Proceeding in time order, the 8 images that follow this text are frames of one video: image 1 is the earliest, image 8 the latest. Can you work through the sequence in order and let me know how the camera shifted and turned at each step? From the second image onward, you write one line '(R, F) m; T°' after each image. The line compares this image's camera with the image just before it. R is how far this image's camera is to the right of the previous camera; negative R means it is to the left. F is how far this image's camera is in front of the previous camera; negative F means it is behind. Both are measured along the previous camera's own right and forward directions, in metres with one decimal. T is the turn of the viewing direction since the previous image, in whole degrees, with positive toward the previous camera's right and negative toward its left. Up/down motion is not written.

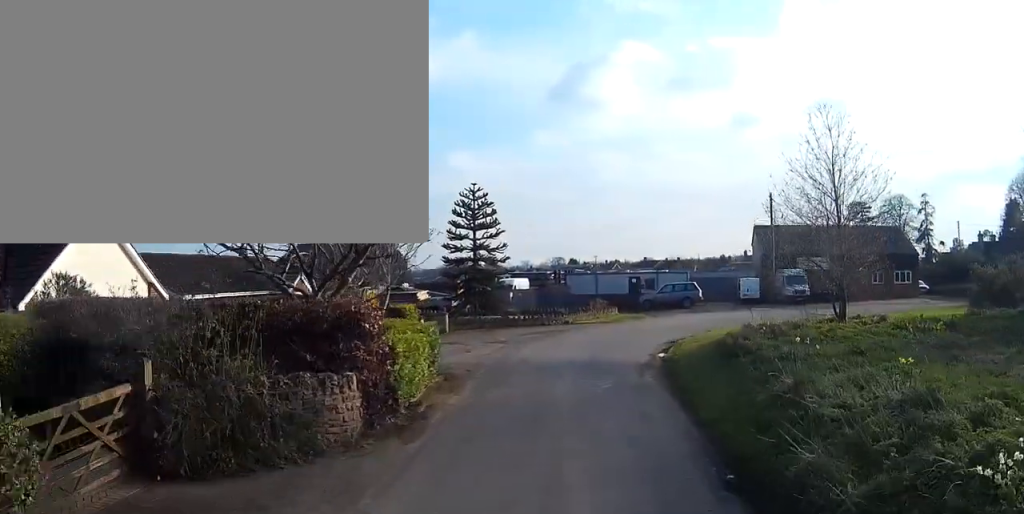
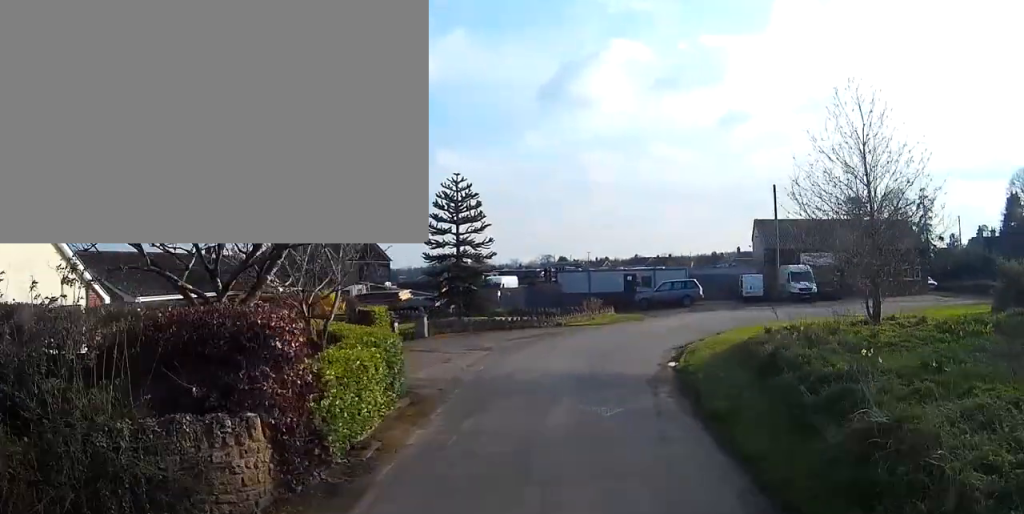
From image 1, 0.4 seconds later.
(+0.2, +3.3) m; +2°
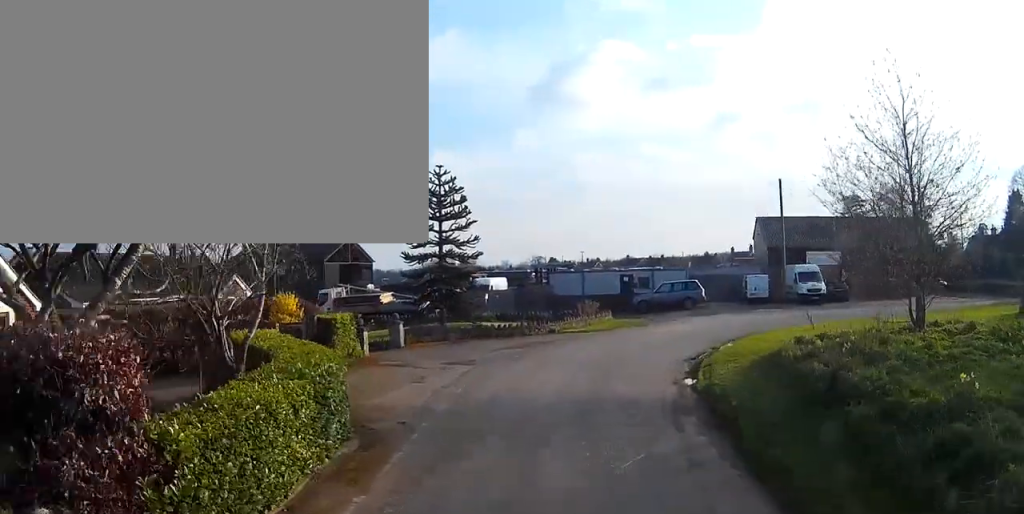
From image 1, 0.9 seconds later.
(+0.1, +3.3) m; +2°
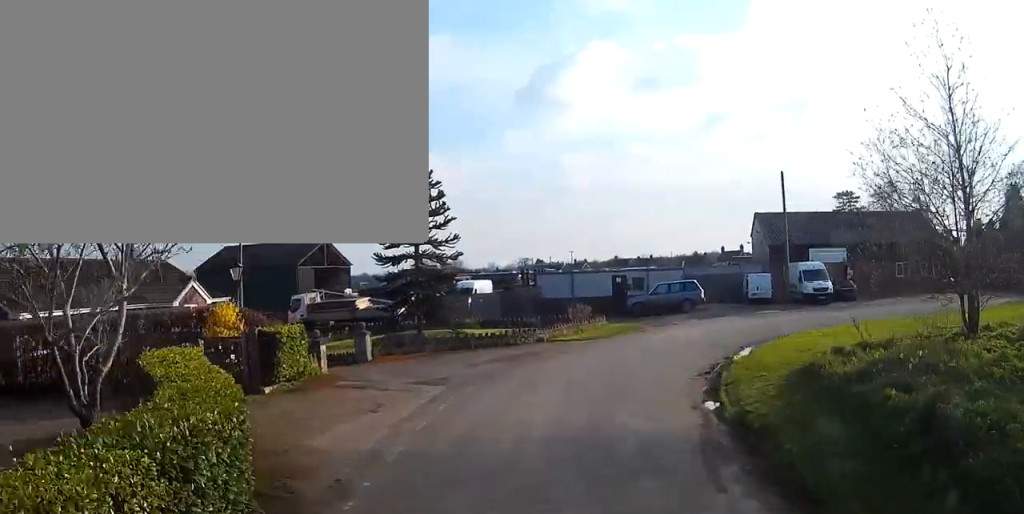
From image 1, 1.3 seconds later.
(+0.1, +3.1) m; 0°
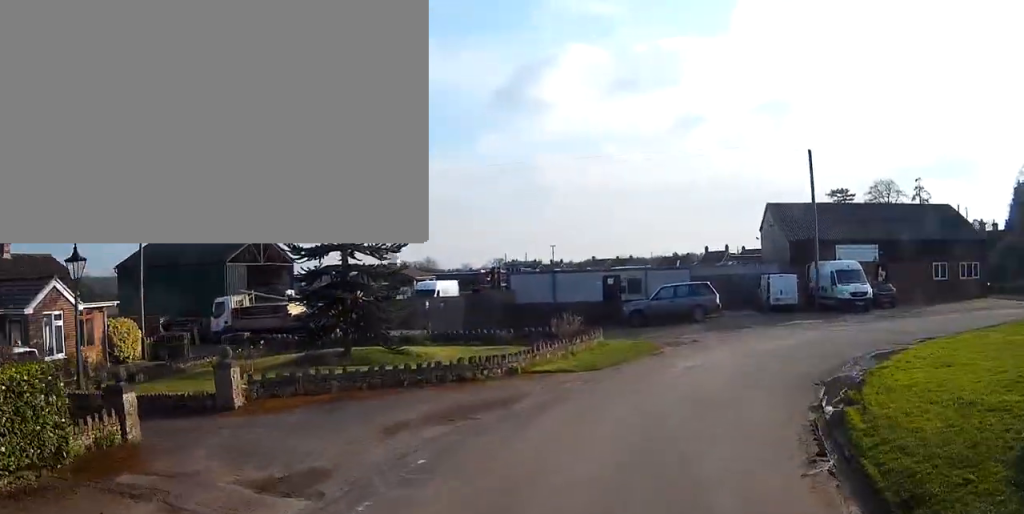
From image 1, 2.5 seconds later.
(0.0, +8.6) m; 0°
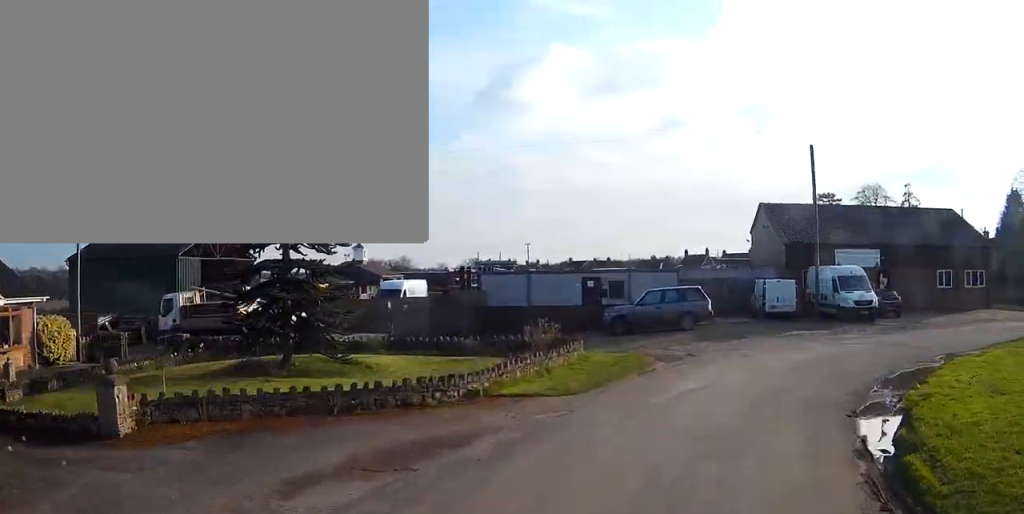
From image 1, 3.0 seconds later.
(0.0, +3.3) m; +1°
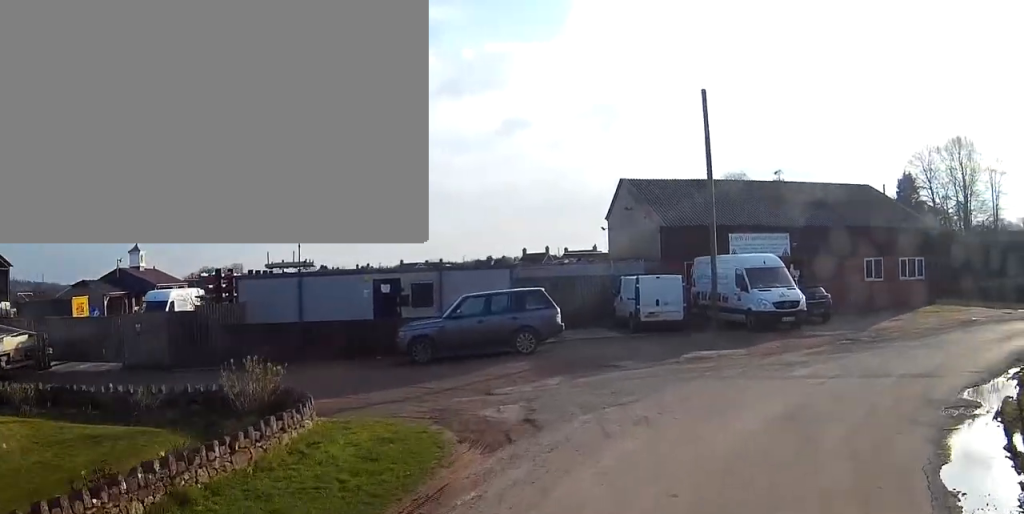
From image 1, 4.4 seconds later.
(+0.7, +10.0) m; +12°
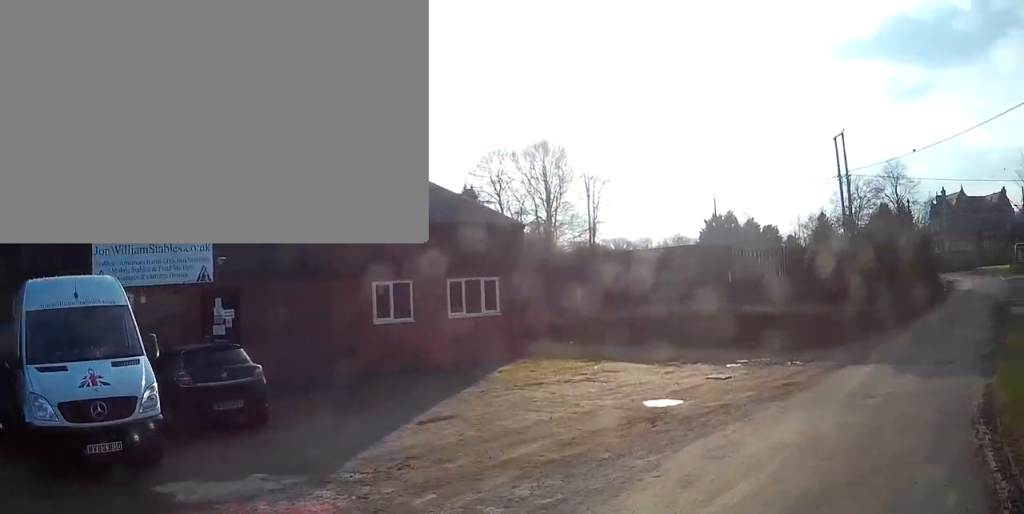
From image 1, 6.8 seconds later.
(+3.7, +15.4) m; +30°
